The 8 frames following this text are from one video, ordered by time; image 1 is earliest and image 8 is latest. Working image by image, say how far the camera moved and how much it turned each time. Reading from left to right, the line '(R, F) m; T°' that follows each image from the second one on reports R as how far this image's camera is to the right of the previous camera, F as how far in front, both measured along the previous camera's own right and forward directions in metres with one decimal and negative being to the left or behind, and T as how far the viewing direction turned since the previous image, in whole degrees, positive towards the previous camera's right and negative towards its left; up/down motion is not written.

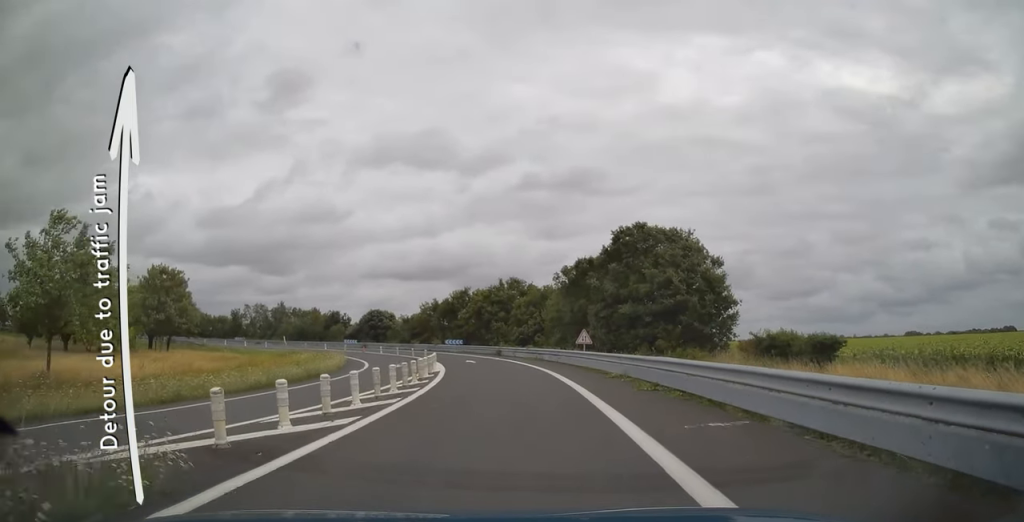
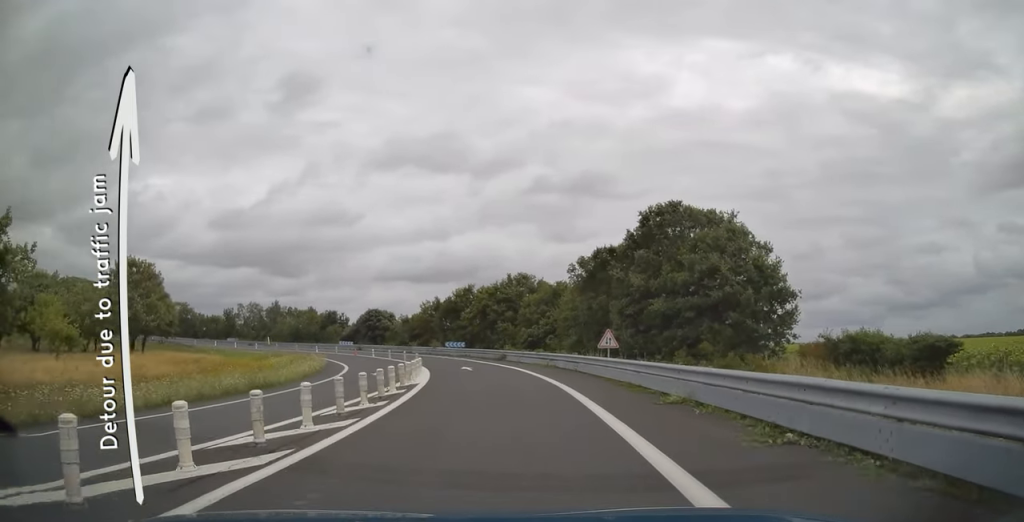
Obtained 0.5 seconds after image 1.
(-0.1, +7.5) m; -2°
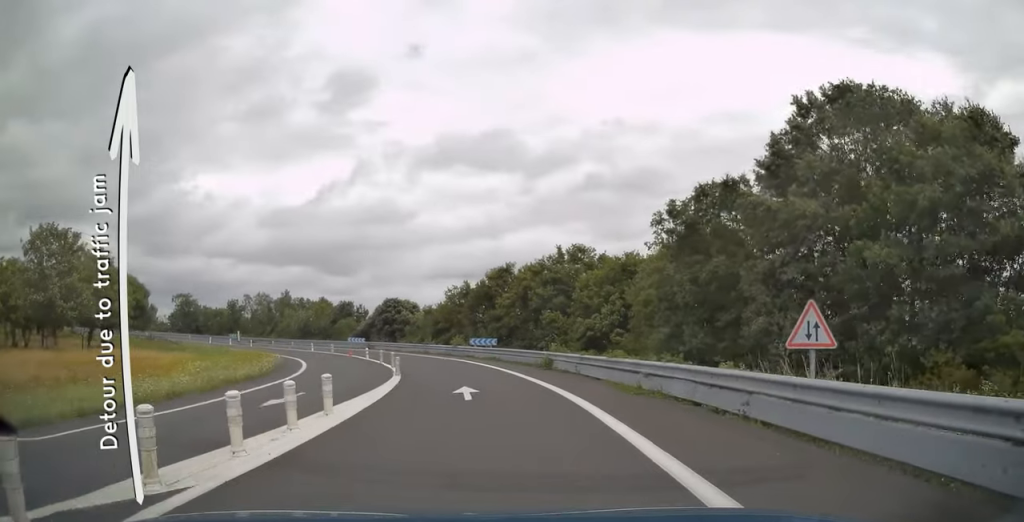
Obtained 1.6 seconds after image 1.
(-0.6, +17.4) m; -5°
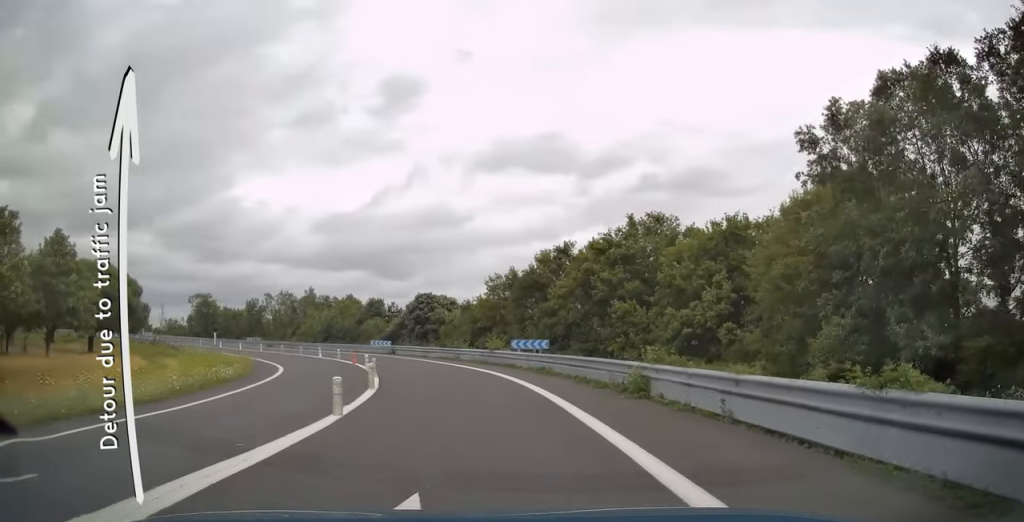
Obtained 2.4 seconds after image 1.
(-0.4, +12.2) m; -6°
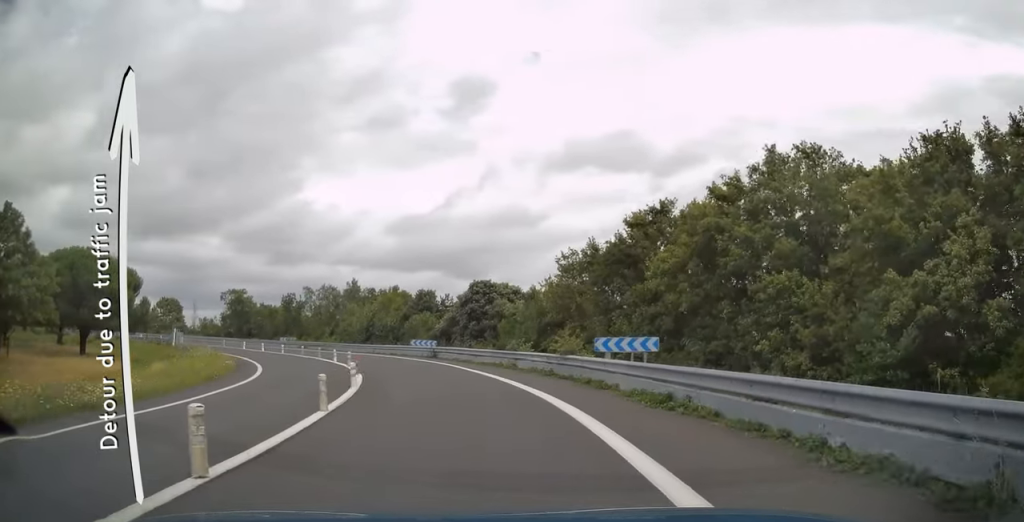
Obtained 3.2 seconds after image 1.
(-0.6, +12.4) m; -7°
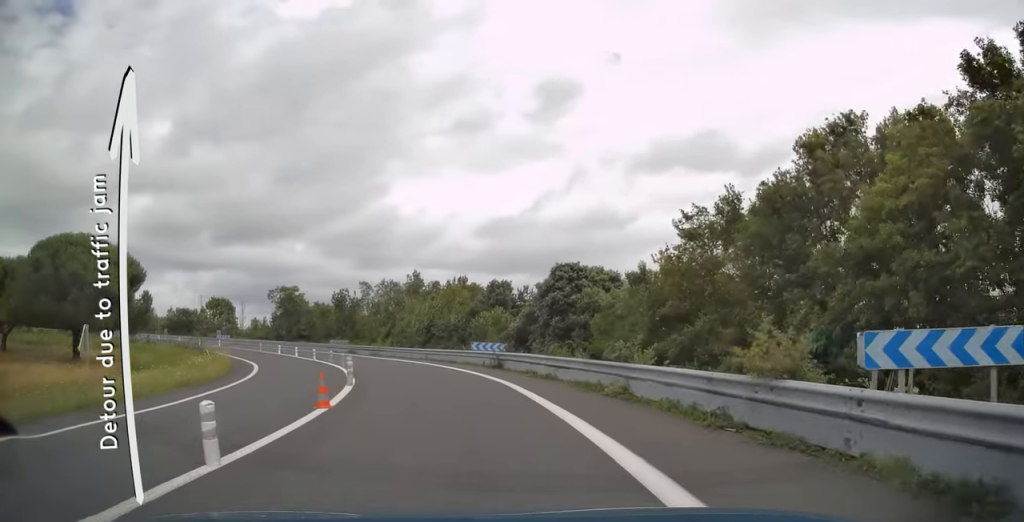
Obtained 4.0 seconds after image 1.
(-0.8, +12.0) m; -9°
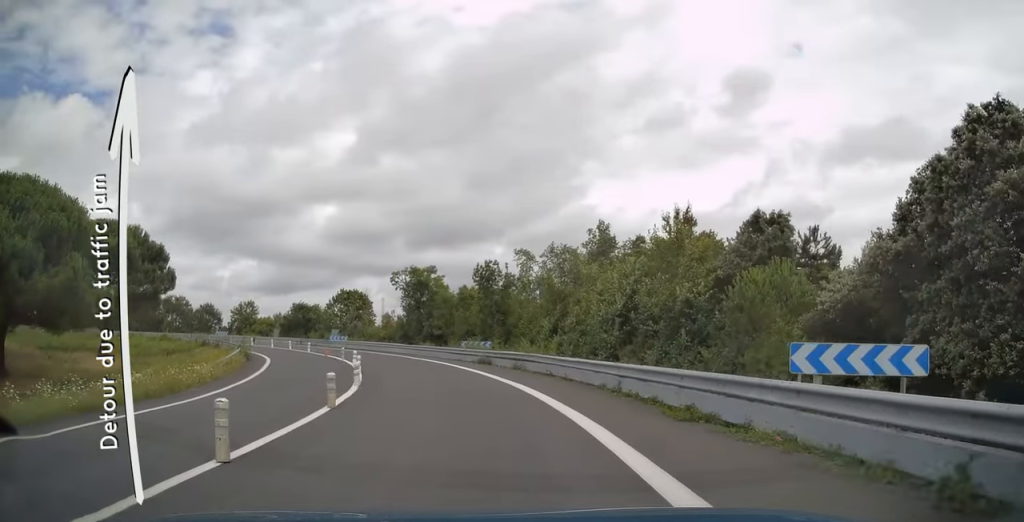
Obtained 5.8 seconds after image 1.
(-4.4, +25.0) m; -18°
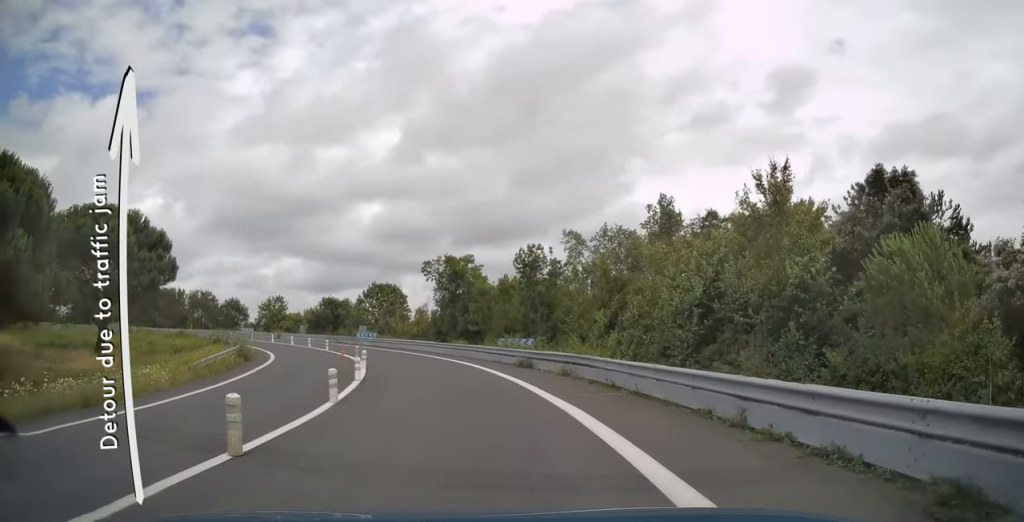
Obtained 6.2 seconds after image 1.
(+0.1, +6.2) m; -4°
